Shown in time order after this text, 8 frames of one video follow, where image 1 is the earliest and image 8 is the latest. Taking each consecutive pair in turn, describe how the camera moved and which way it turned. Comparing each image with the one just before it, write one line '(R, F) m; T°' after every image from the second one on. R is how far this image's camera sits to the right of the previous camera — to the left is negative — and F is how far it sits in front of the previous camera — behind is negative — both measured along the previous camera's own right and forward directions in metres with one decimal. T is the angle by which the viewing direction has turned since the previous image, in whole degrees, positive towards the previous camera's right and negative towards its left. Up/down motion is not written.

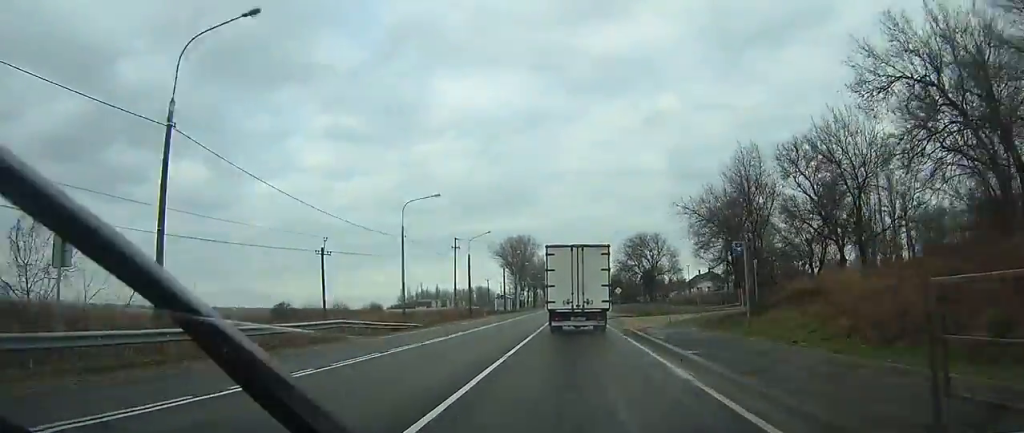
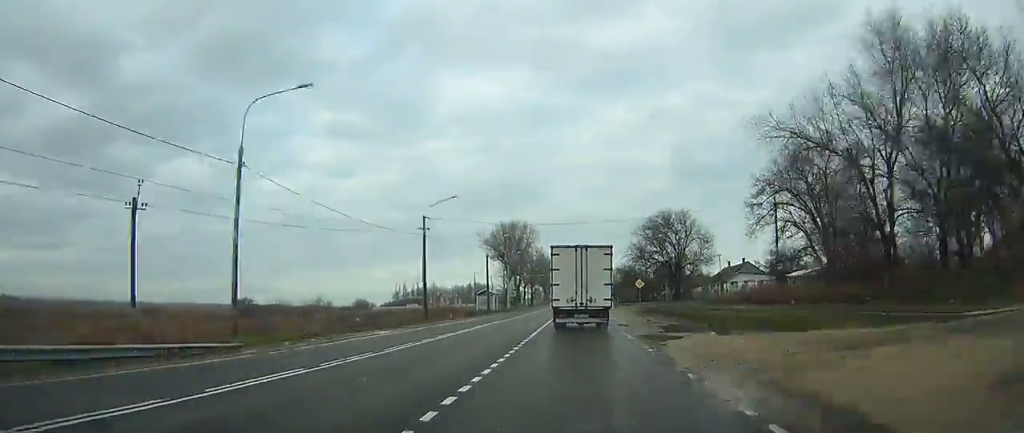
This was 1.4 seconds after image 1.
(+0.1, +24.6) m; 0°
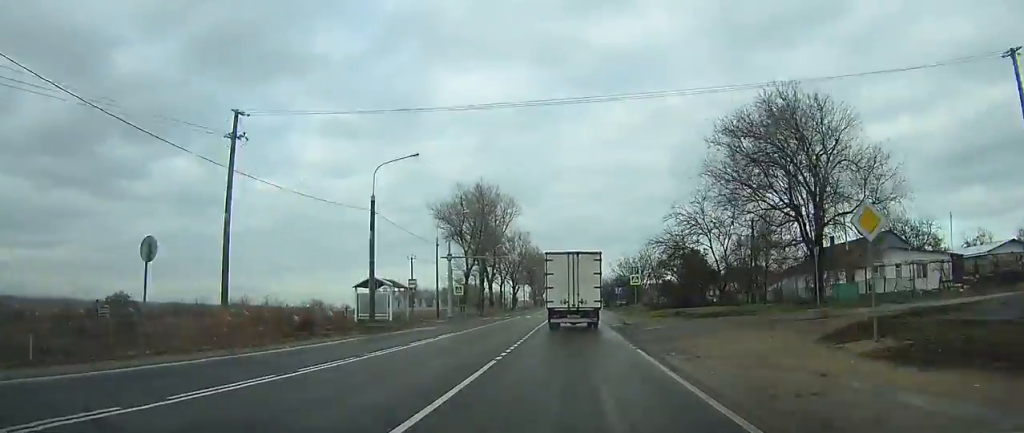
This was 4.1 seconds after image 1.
(0.0, +48.7) m; 0°
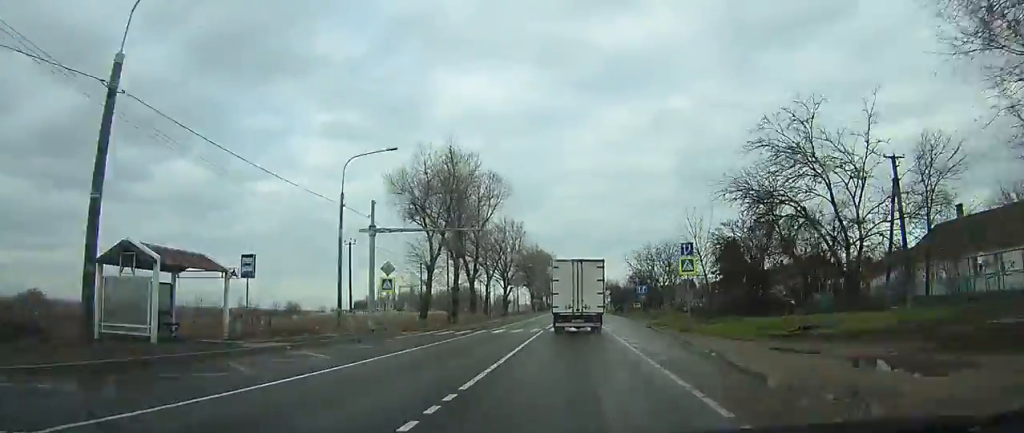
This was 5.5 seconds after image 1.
(0.0, +24.1) m; 0°
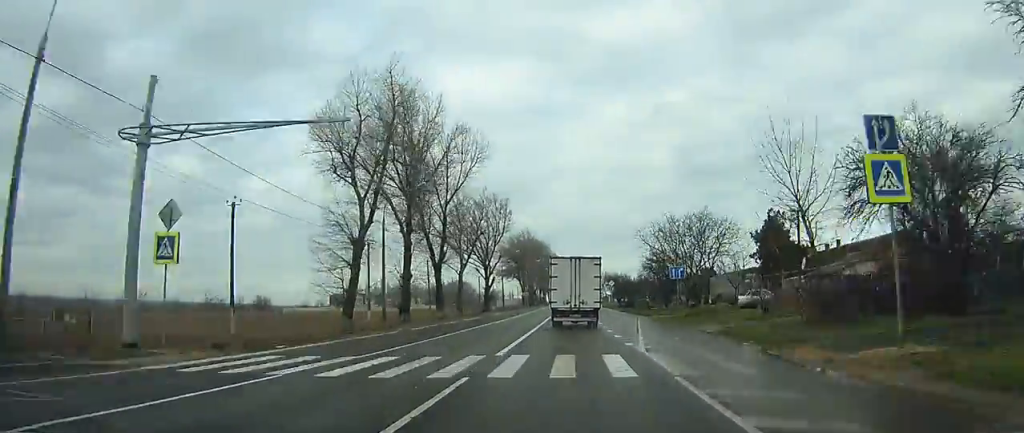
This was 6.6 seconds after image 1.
(+0.1, +20.9) m; 0°
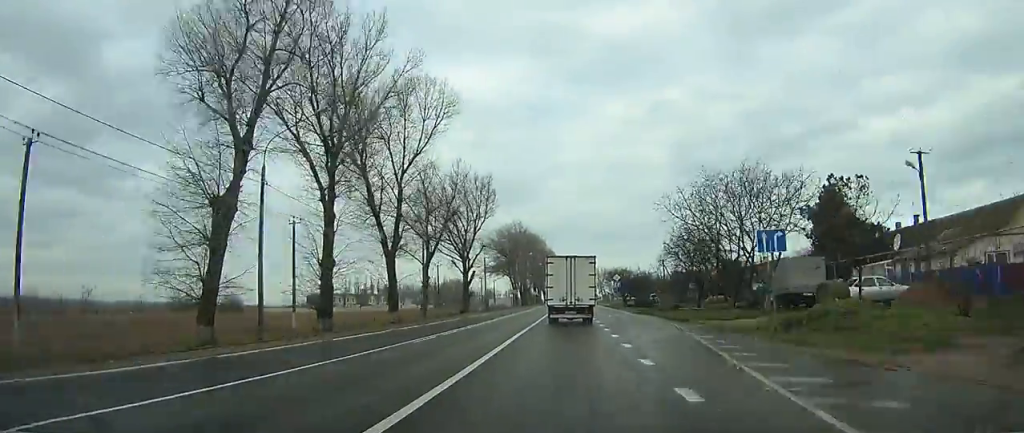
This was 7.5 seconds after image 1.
(0.0, +17.4) m; 0°
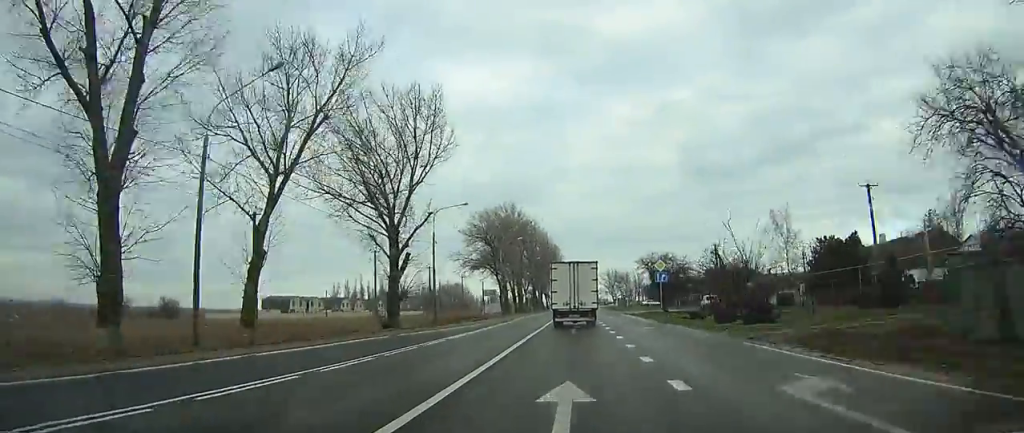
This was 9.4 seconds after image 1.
(-0.2, +35.3) m; 0°
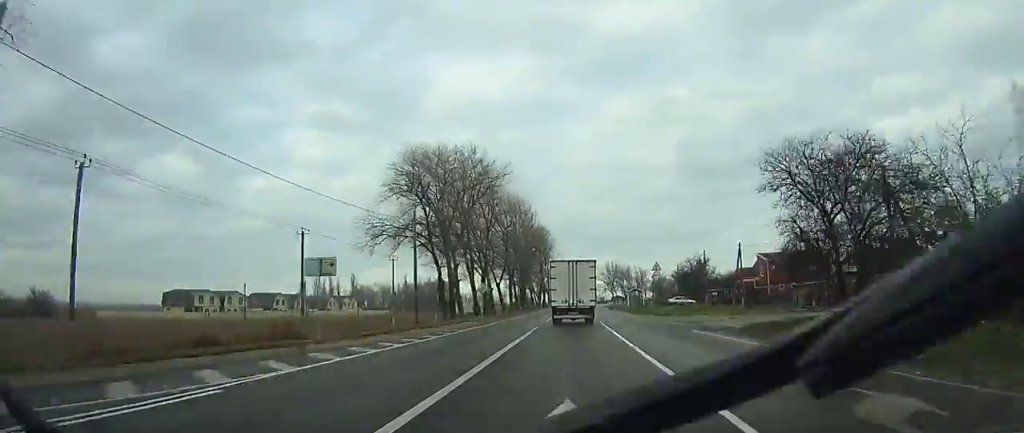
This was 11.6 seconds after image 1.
(0.0, +42.3) m; 0°
